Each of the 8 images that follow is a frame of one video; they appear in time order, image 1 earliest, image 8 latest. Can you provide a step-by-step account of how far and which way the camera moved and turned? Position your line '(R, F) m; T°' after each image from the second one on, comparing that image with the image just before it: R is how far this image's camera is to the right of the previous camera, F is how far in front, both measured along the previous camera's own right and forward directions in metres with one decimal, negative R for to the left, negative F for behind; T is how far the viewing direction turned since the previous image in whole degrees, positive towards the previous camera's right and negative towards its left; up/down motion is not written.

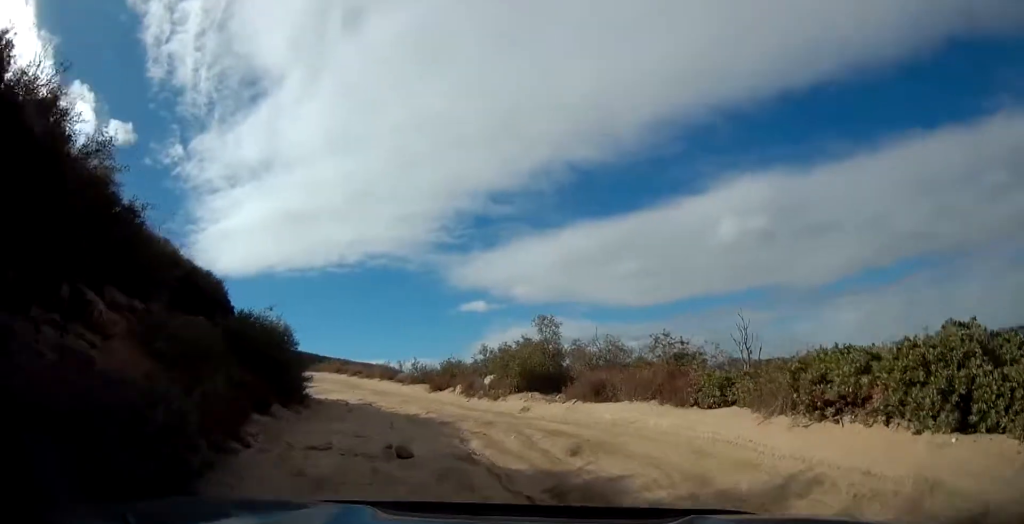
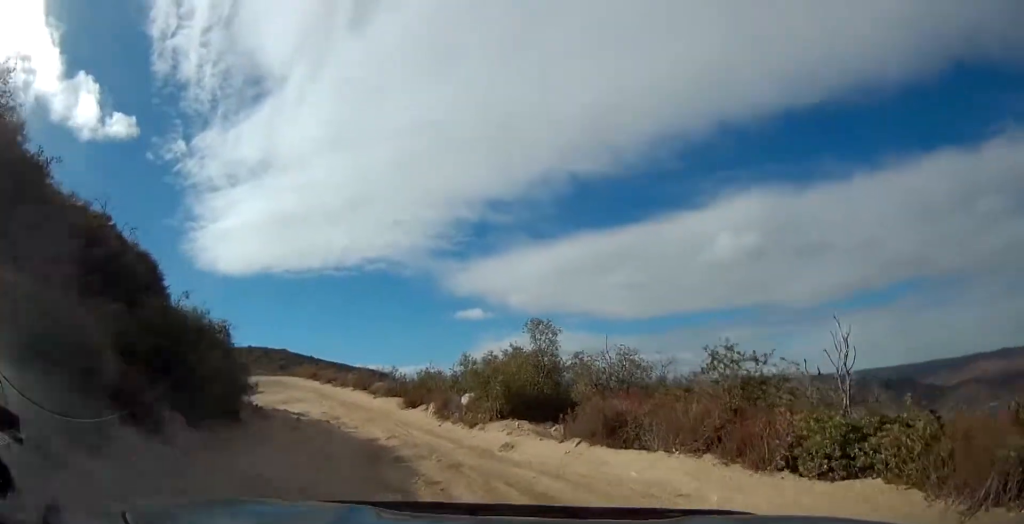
(+0.1, +3.7) m; 0°
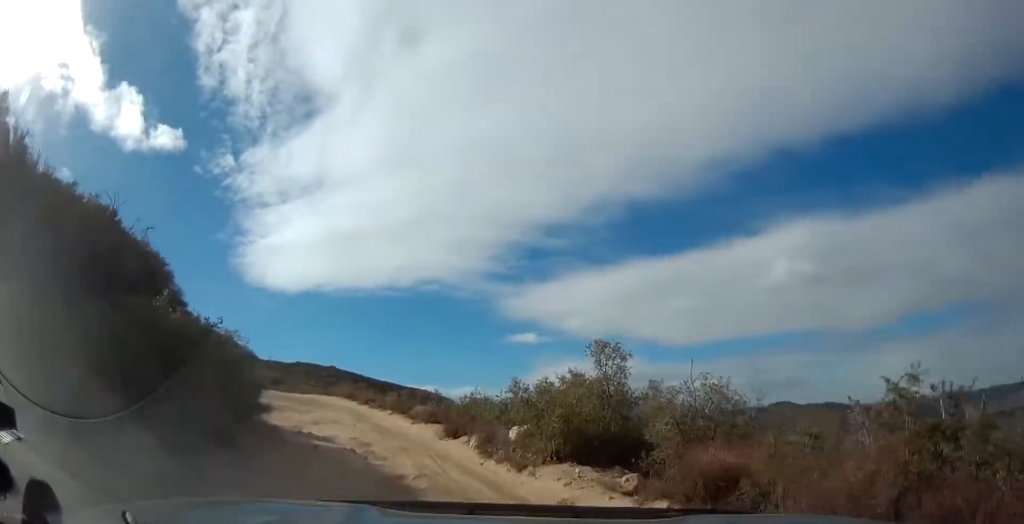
(+0.1, +2.4) m; -4°
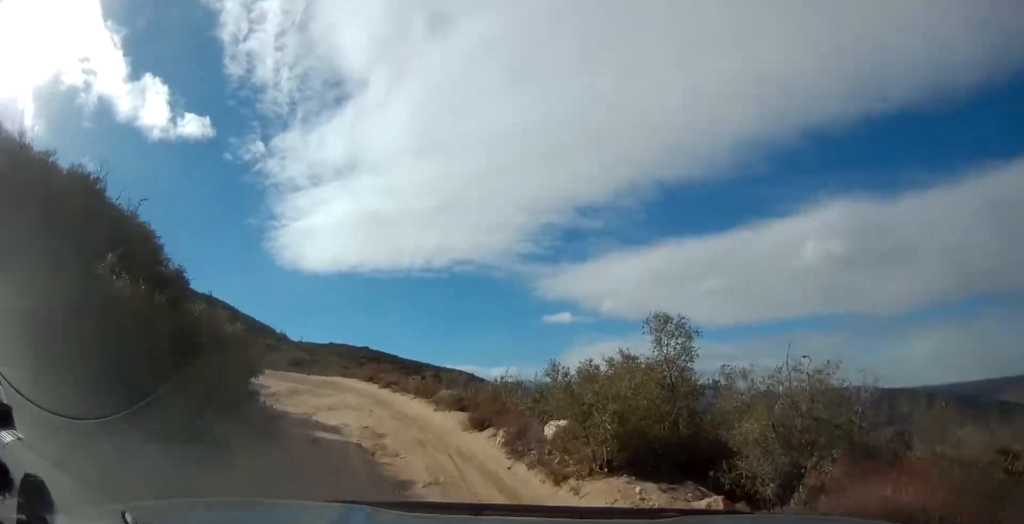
(-0.3, +2.4) m; -4°
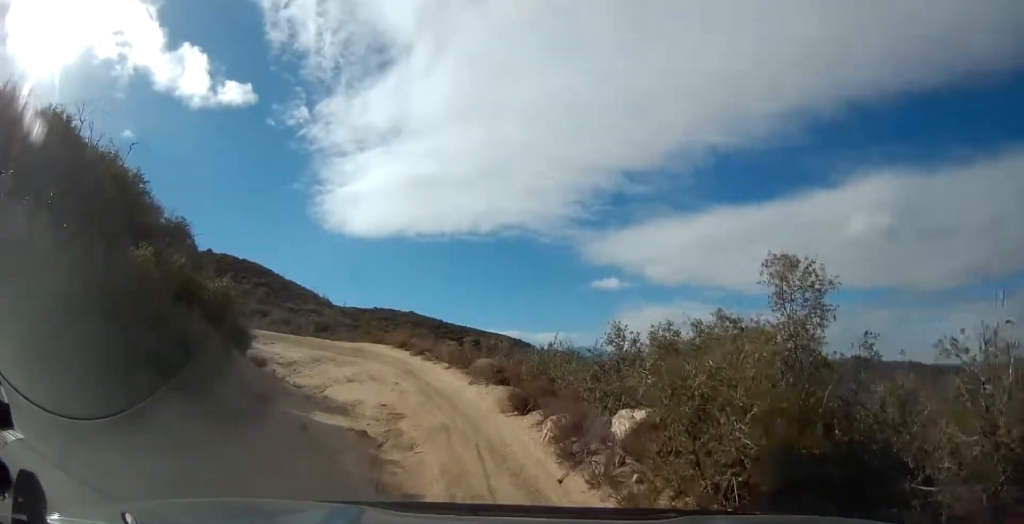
(-0.1, +3.2) m; -4°
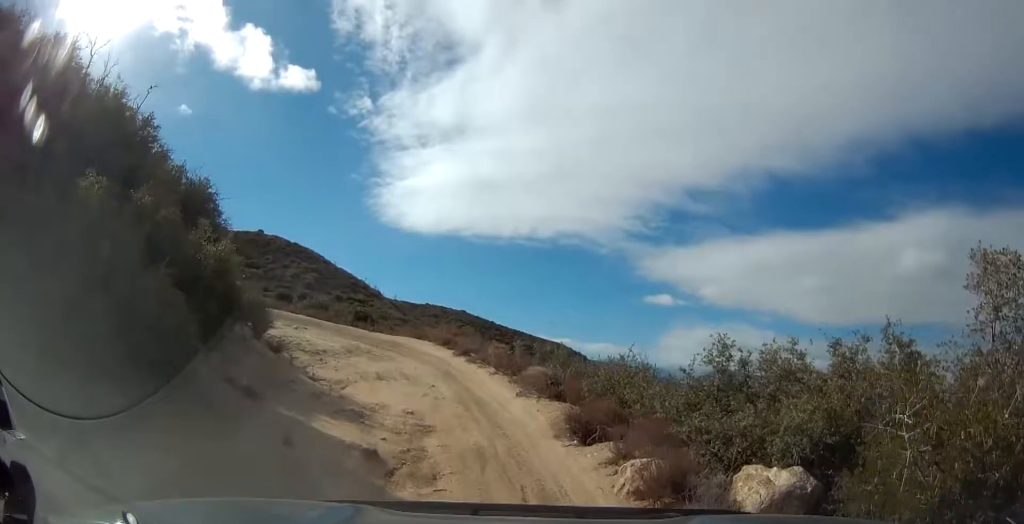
(-0.1, +3.0) m; -4°
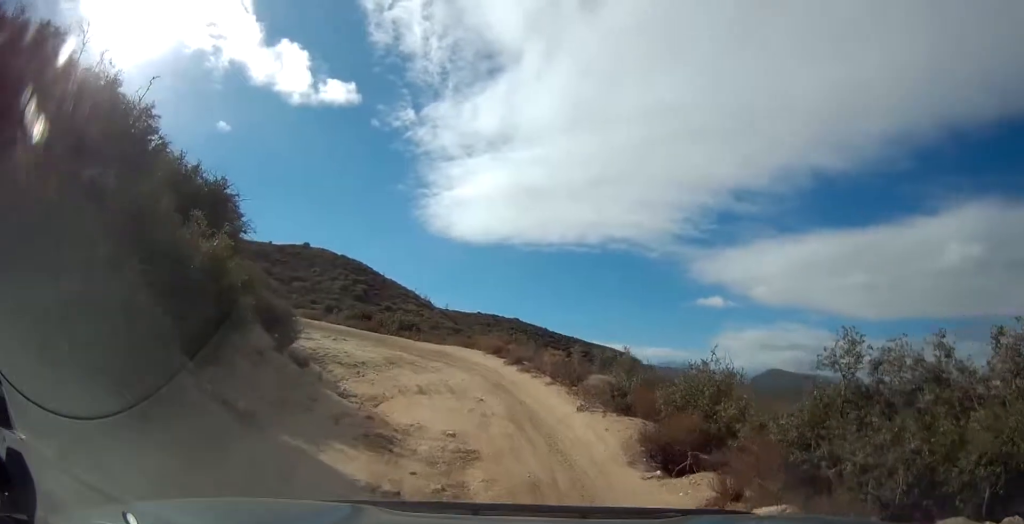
(-0.1, +2.4) m; -5°
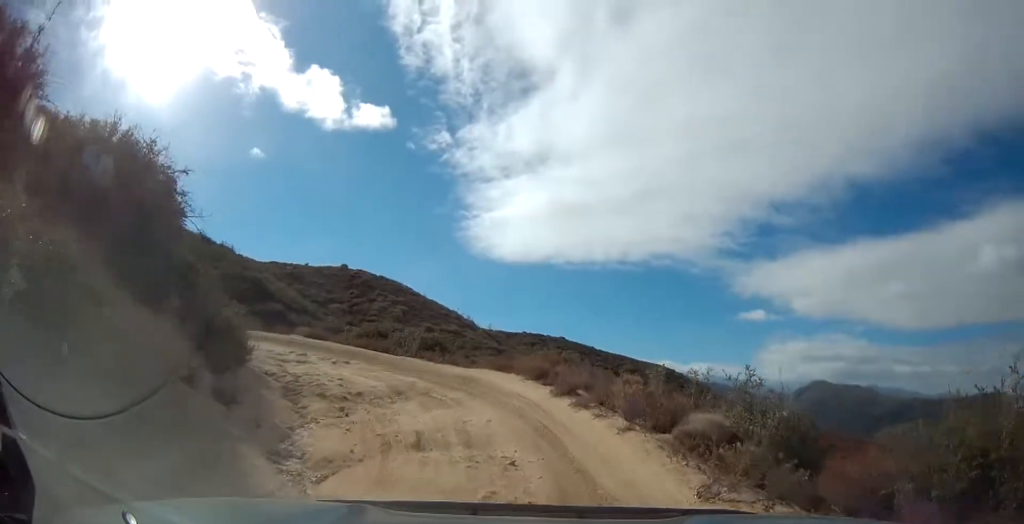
(-0.9, +5.7) m; -11°
